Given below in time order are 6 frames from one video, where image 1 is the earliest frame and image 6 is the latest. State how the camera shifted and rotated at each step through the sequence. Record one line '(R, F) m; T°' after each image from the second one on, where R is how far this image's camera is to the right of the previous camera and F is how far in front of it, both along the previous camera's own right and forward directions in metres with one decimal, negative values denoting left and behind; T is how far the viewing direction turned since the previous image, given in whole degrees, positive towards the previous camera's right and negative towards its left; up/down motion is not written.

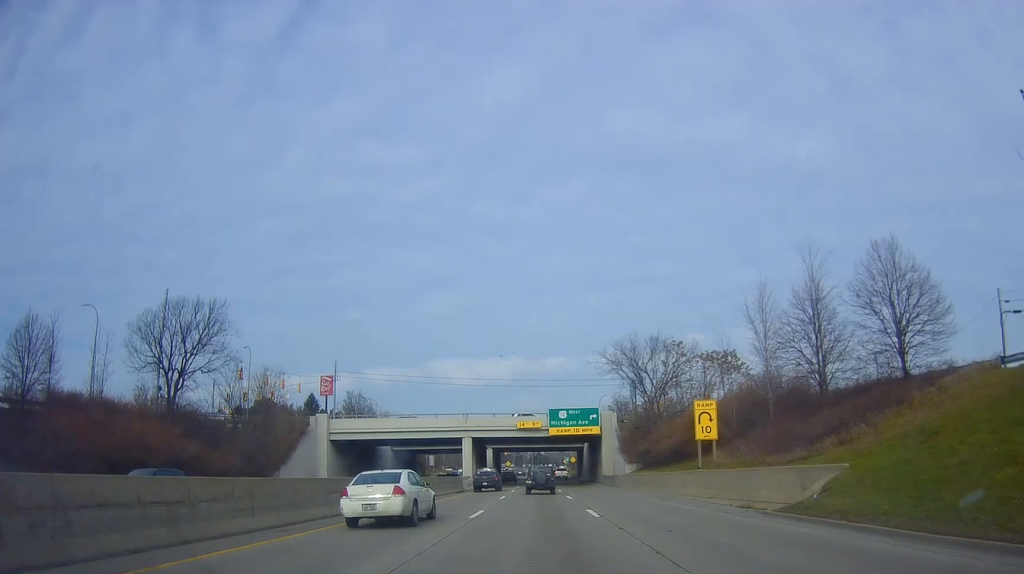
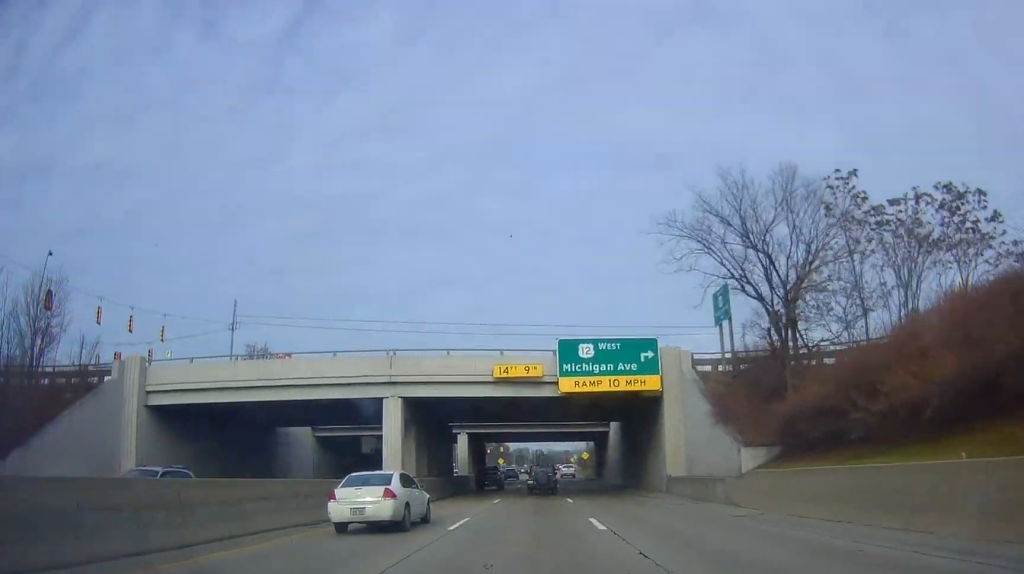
(+0.1, +34.9) m; +1°
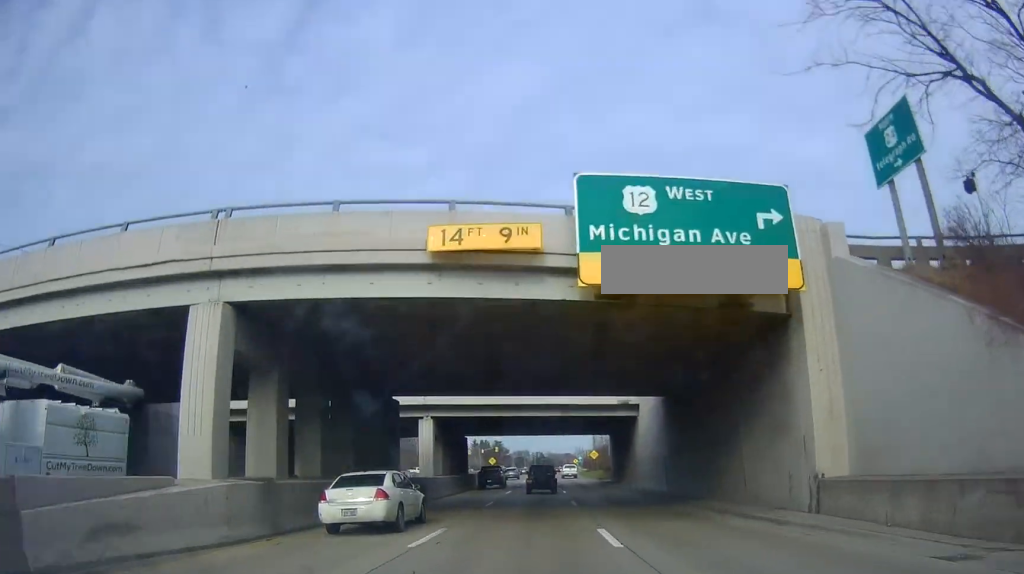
(0.0, +19.8) m; 0°
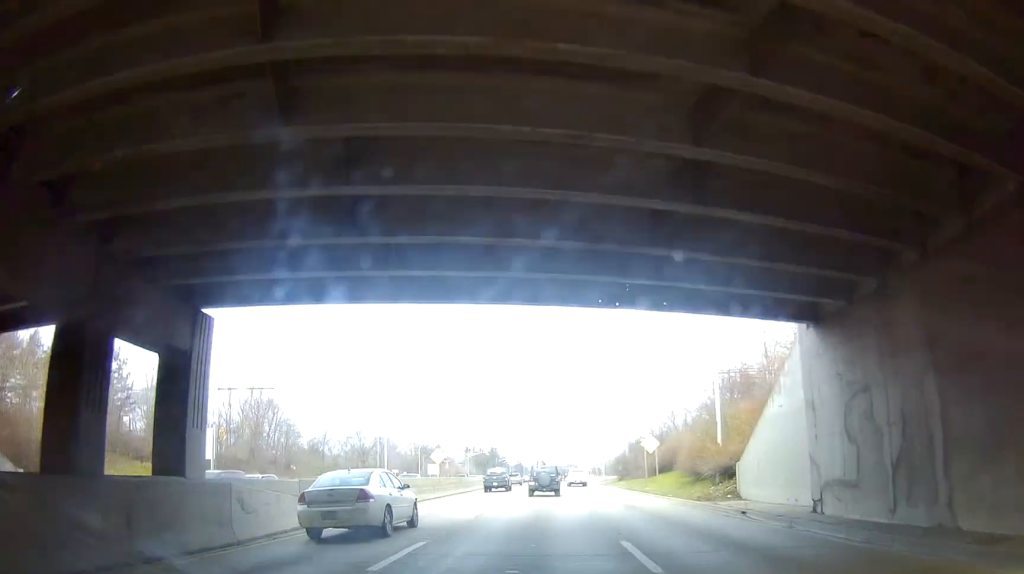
(+0.7, +49.7) m; +1°
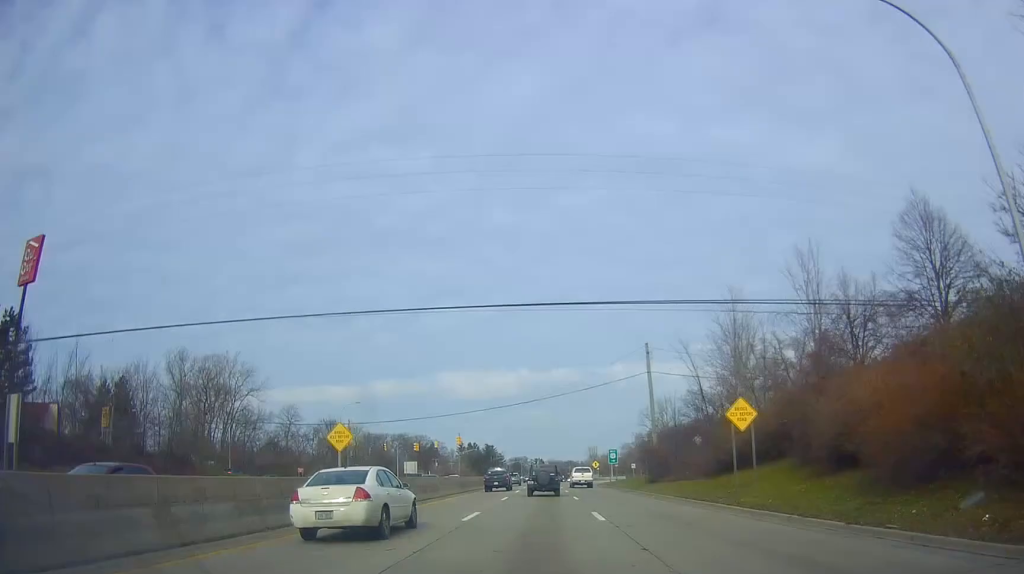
(-0.2, +22.1) m; -2°
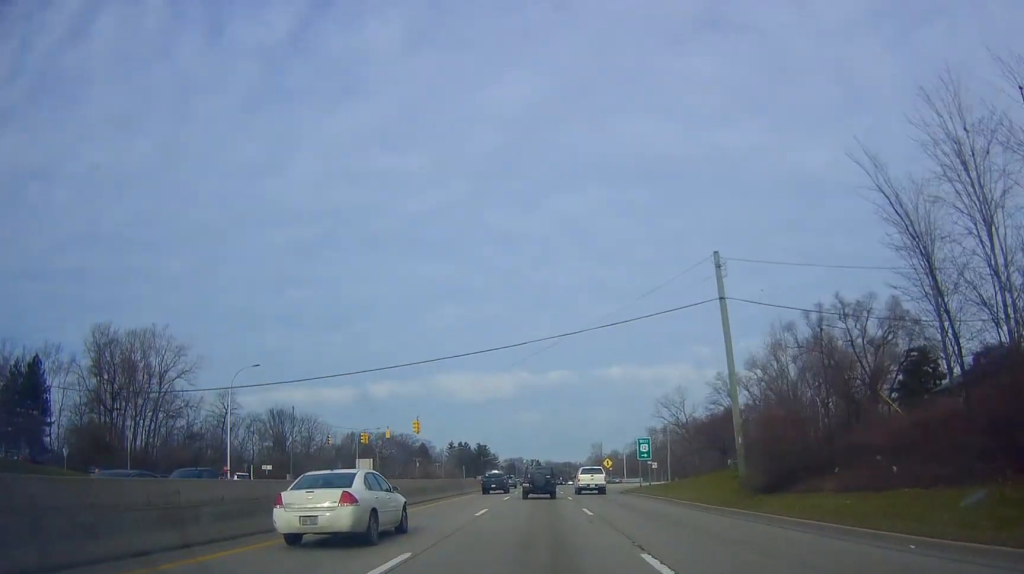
(-0.6, +27.4) m; -1°
